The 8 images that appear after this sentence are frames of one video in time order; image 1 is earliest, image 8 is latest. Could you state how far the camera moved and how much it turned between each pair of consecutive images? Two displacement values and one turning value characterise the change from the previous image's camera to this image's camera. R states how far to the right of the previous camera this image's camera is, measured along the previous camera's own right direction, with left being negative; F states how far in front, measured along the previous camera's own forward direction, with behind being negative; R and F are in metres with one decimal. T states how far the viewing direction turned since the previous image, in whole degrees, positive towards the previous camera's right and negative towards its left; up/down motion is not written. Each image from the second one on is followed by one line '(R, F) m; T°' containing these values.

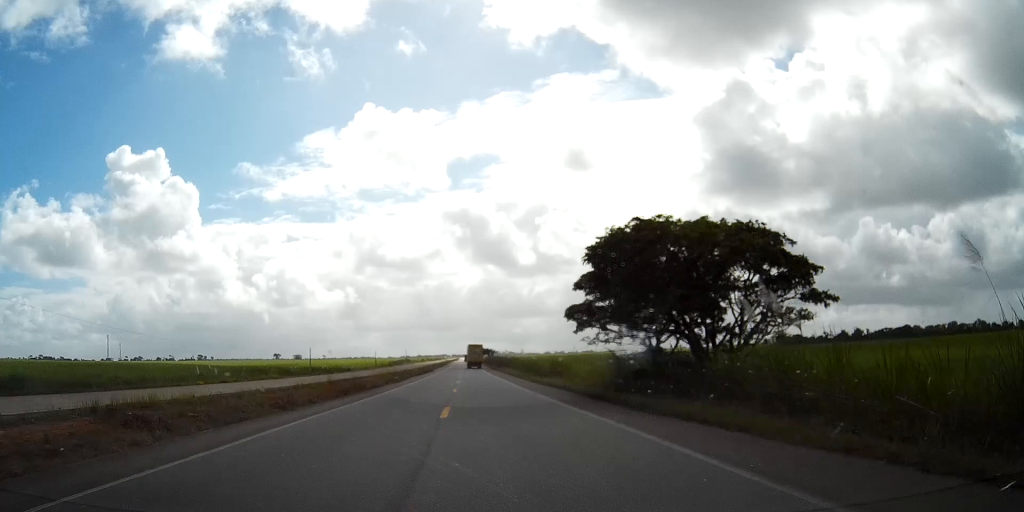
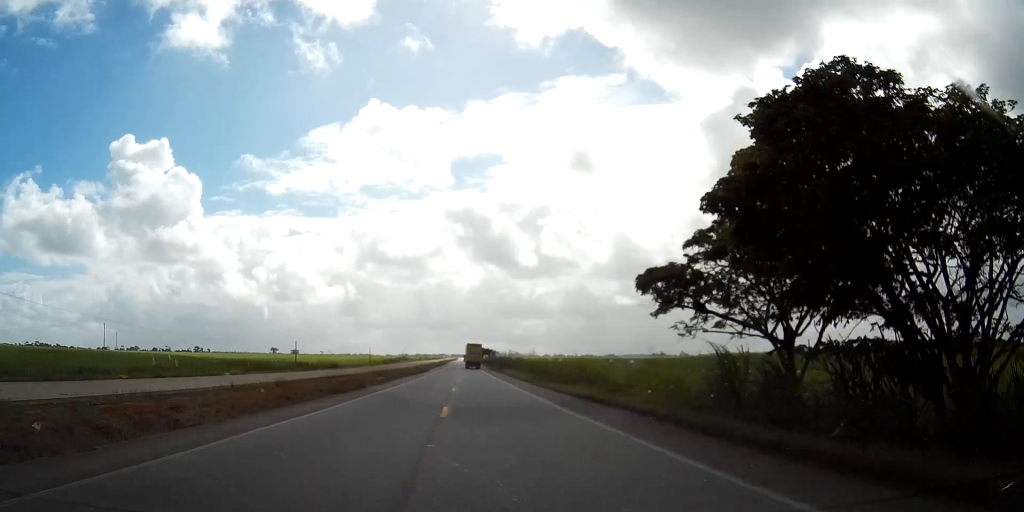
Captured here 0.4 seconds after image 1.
(0.0, +15.7) m; 0°
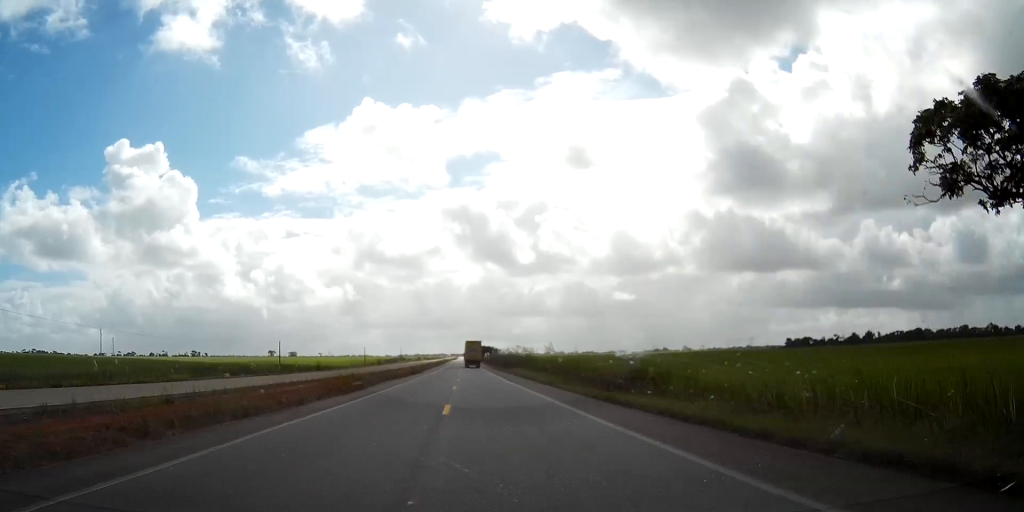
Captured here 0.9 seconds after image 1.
(0.0, +15.7) m; 0°
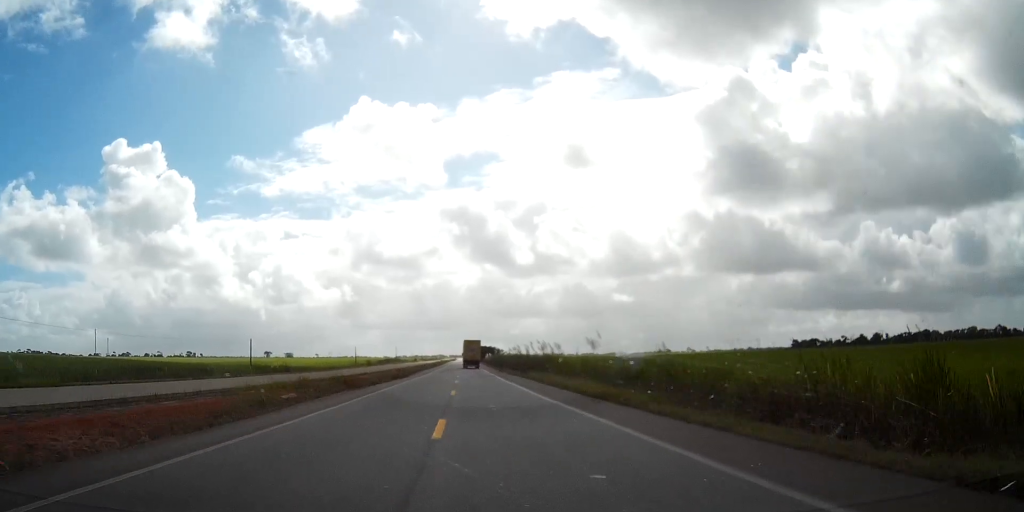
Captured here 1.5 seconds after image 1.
(+0.1, +21.9) m; 0°
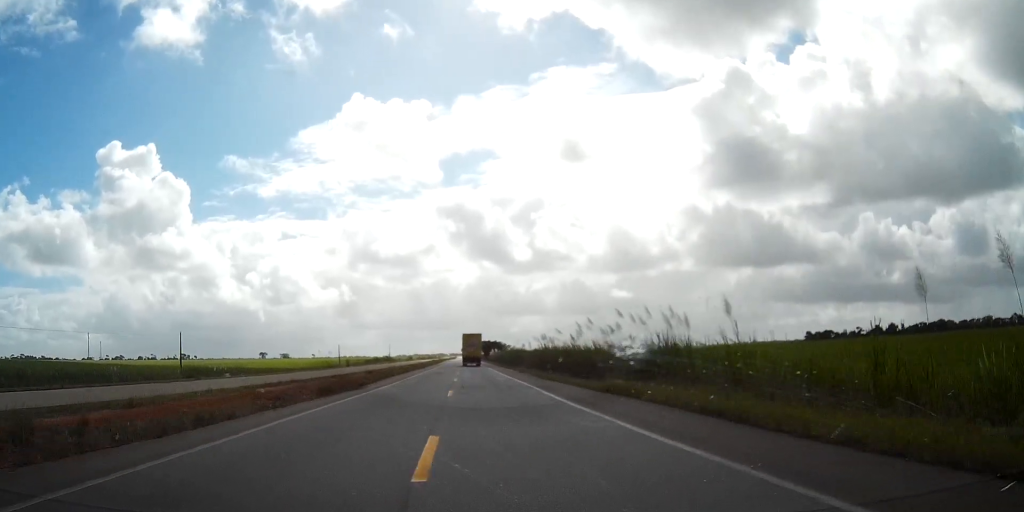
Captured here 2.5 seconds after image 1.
(+0.1, +36.6) m; 0°
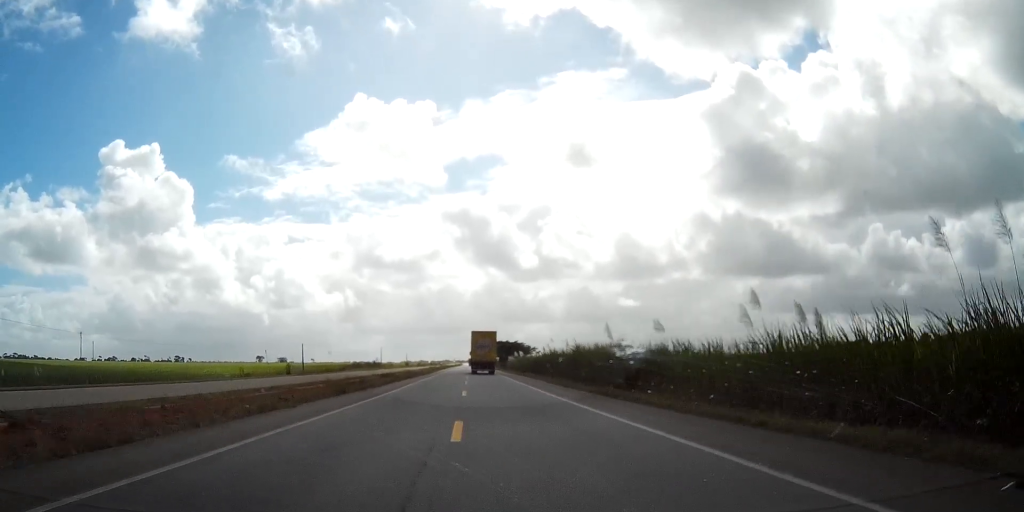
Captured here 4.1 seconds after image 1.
(-0.4, +61.1) m; -1°
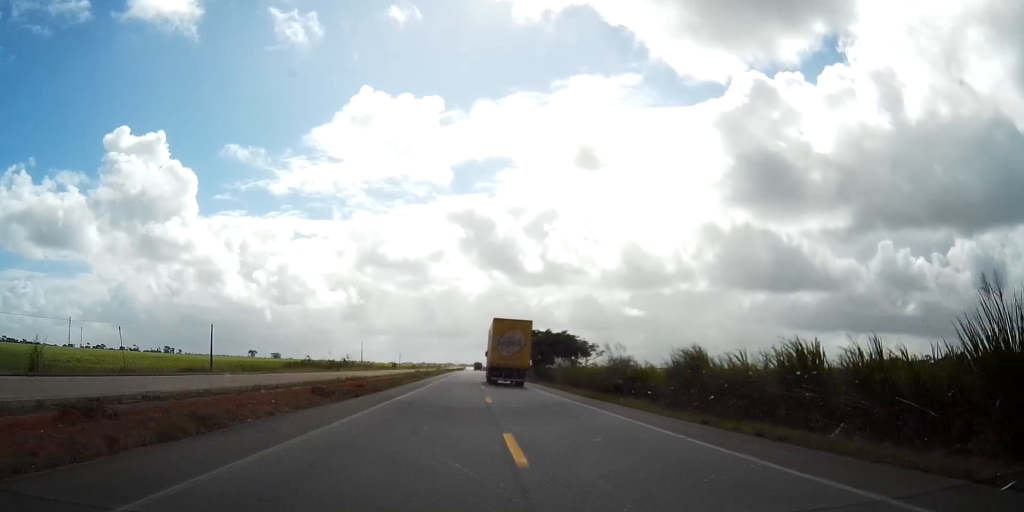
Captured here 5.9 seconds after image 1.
(0.0, +66.5) m; 0°
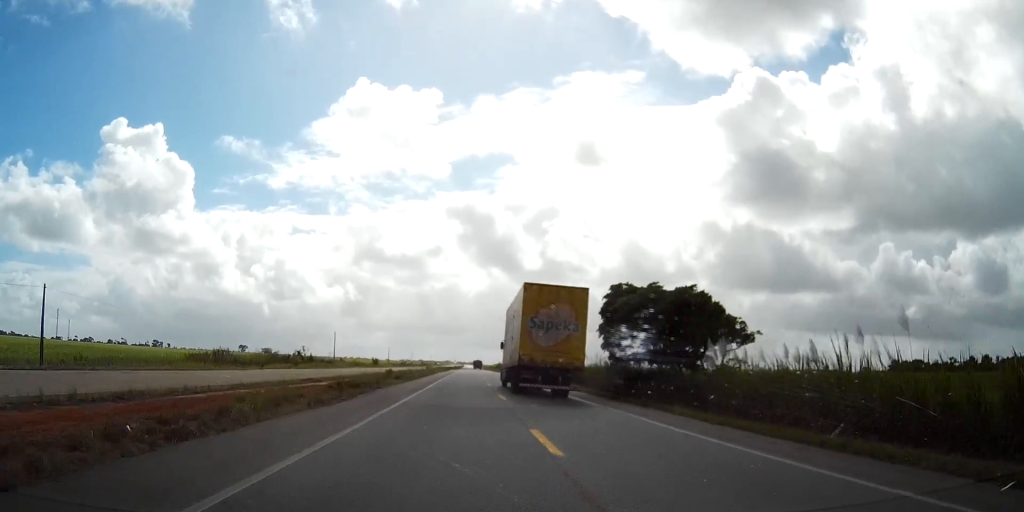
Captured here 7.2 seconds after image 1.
(+0.1, +47.5) m; 0°
